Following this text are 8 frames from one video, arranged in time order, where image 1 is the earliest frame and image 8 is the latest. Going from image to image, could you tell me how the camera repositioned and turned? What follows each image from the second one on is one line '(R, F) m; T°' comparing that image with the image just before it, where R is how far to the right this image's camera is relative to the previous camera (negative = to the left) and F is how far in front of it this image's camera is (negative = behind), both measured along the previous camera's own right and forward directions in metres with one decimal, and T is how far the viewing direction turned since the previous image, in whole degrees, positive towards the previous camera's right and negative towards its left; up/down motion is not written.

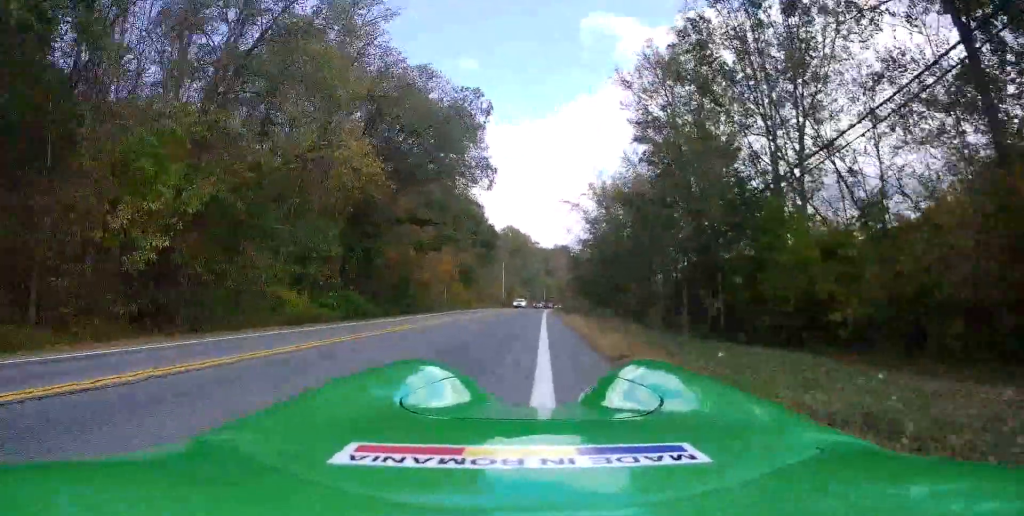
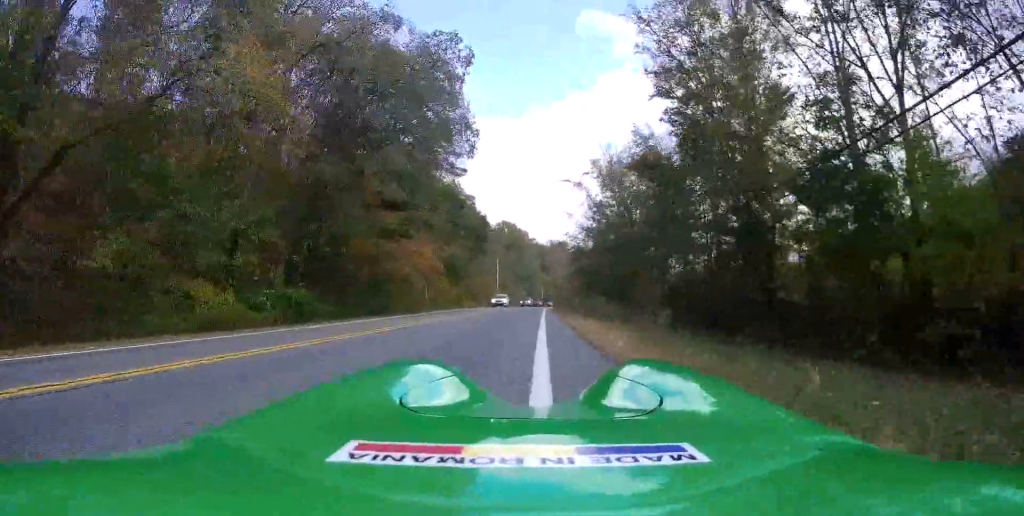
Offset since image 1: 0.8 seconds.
(0.0, +9.4) m; 0°
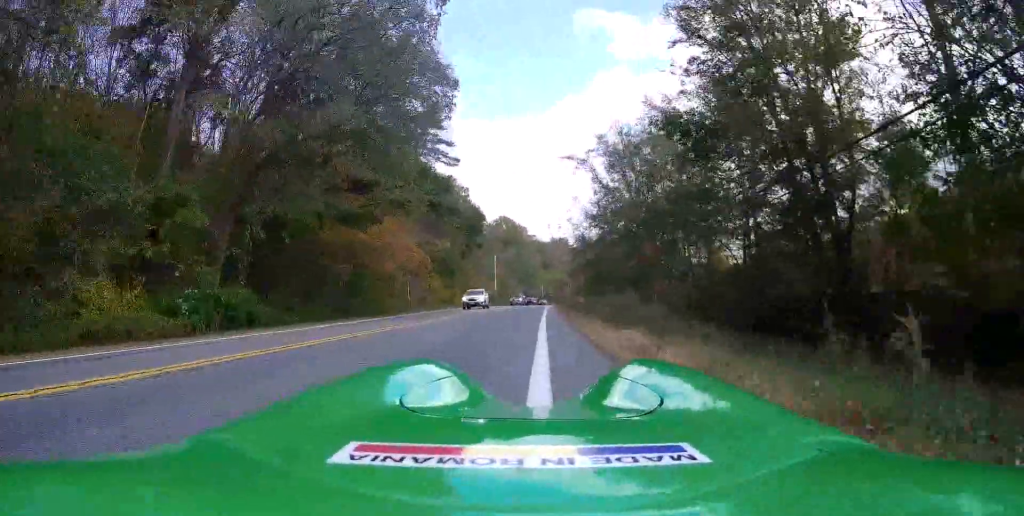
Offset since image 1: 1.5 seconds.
(0.0, +7.5) m; 0°
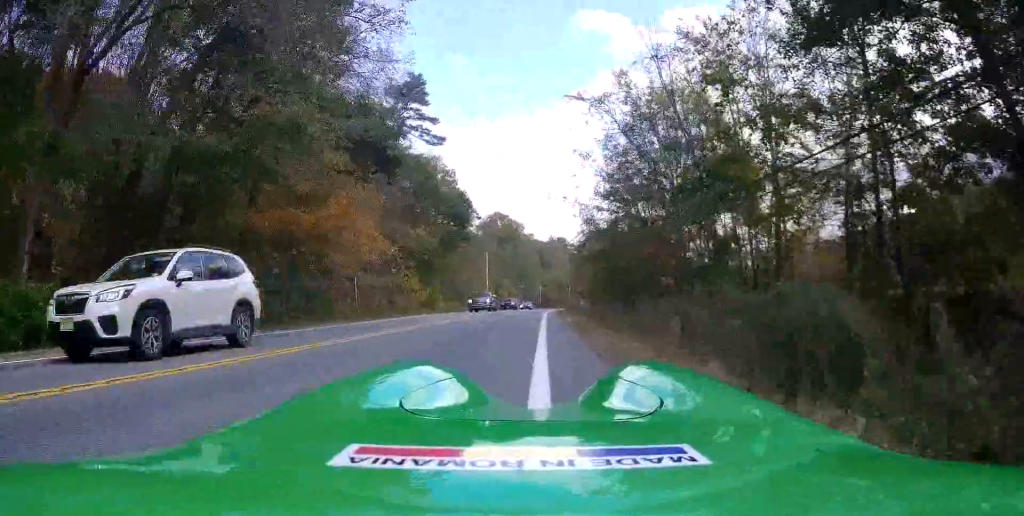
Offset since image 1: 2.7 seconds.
(0.0, +13.0) m; 0°
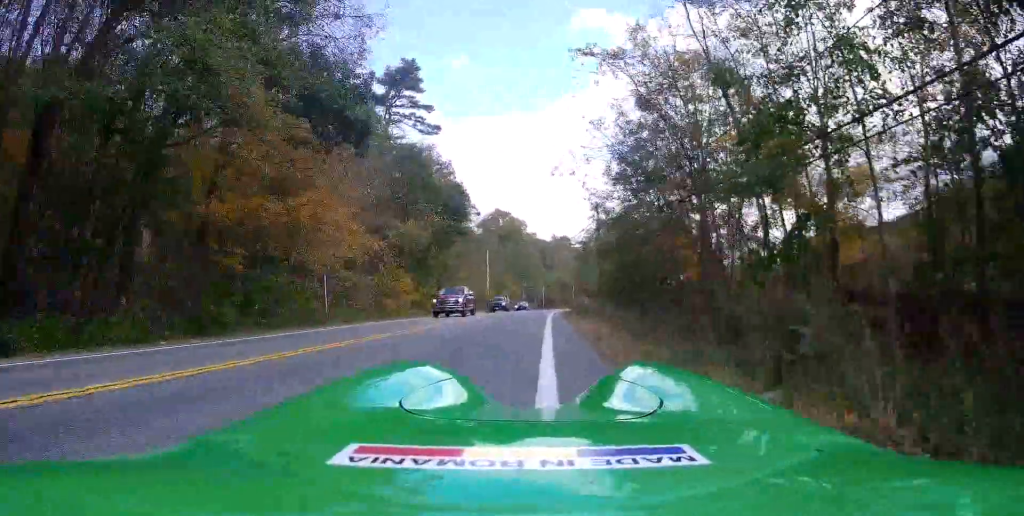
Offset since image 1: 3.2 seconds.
(0.0, +5.5) m; 0°
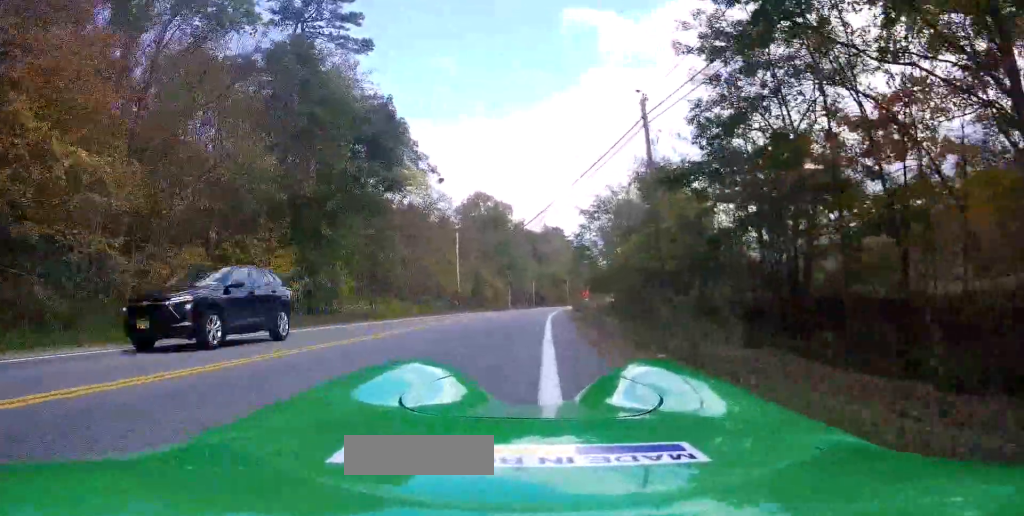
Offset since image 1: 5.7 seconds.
(0.0, +27.1) m; 0°
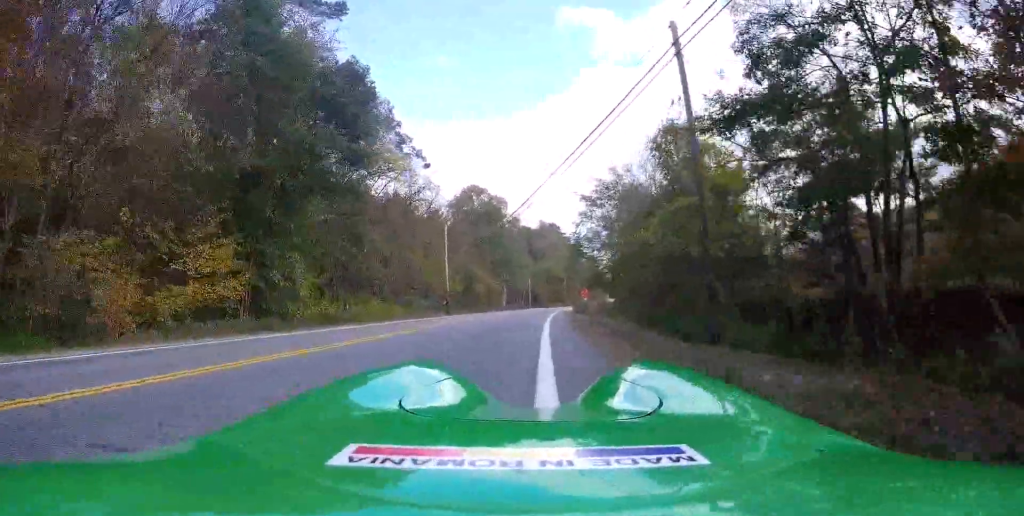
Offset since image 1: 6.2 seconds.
(0.0, +6.2) m; 0°
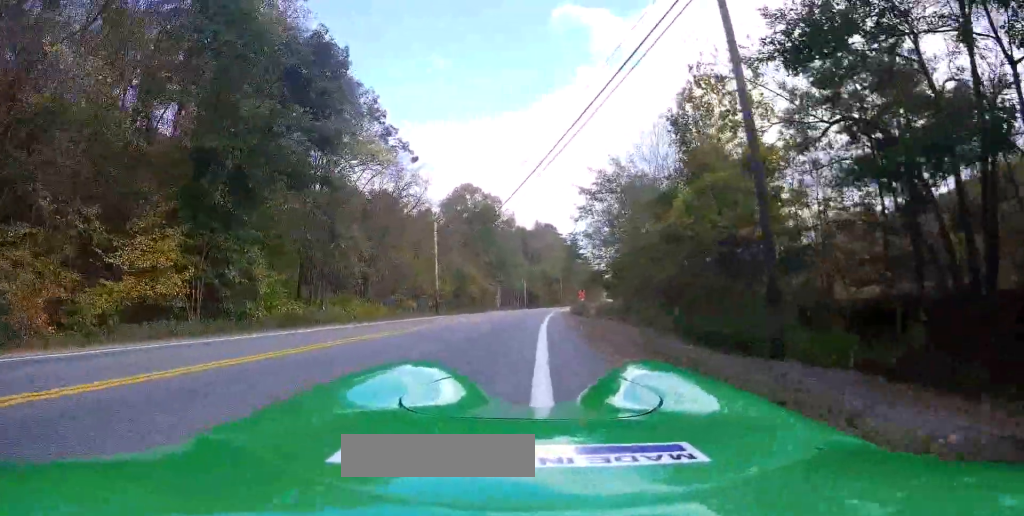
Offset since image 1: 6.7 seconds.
(0.0, +4.5) m; 0°
